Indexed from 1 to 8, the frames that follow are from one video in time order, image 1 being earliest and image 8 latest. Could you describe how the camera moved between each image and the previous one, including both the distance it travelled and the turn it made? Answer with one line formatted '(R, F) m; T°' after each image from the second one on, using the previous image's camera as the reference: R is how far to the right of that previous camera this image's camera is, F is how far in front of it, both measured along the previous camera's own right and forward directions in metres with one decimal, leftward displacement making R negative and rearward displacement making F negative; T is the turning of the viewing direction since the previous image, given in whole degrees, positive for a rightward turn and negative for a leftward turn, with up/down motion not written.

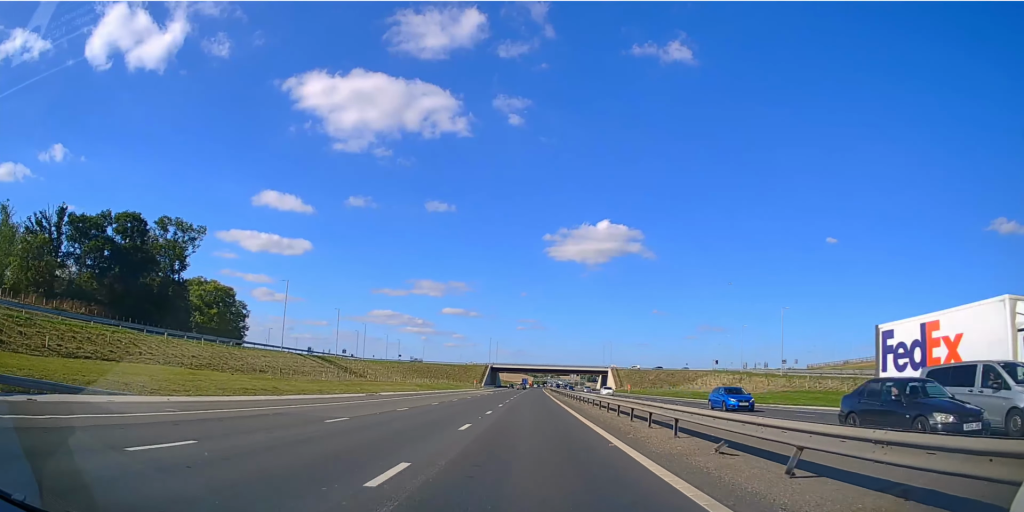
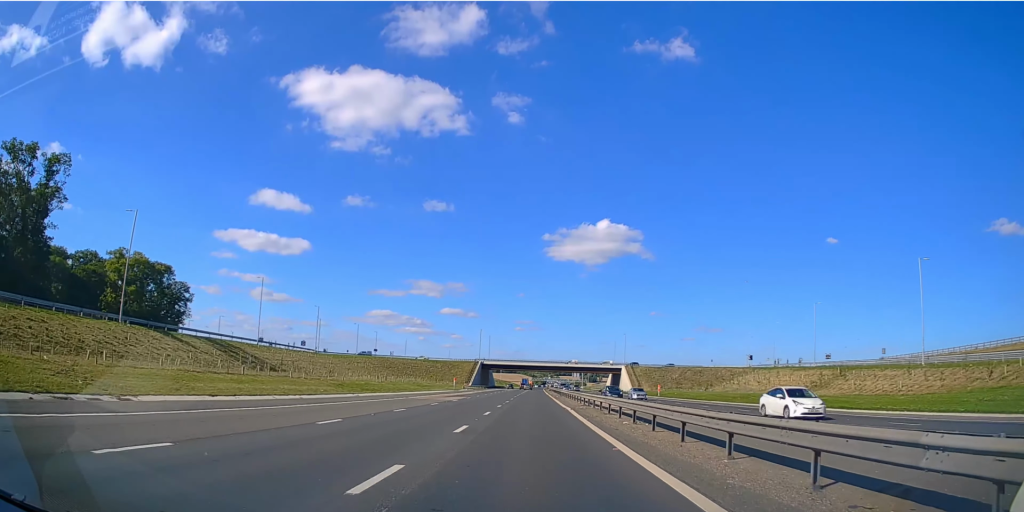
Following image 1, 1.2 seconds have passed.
(0.0, +32.4) m; 0°
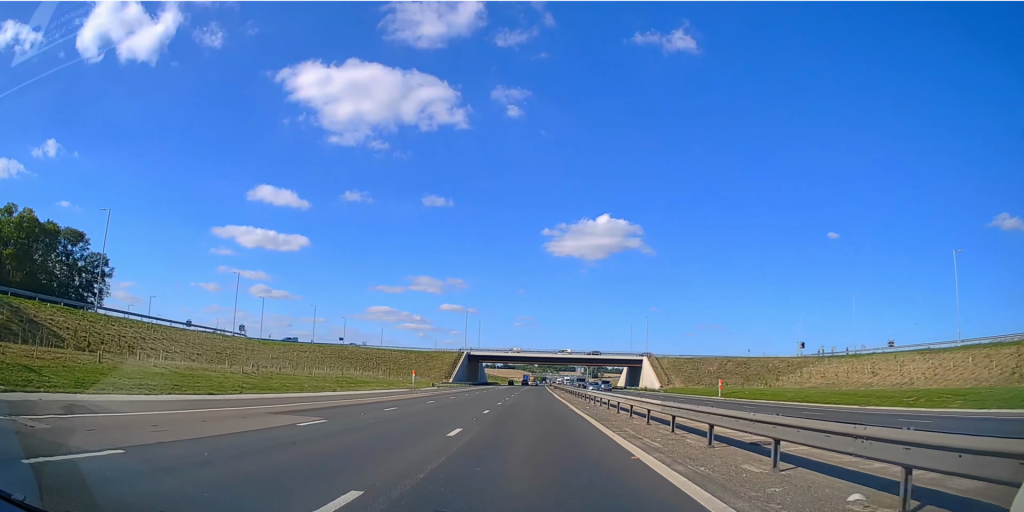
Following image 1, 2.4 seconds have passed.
(+0.1, +29.6) m; 0°
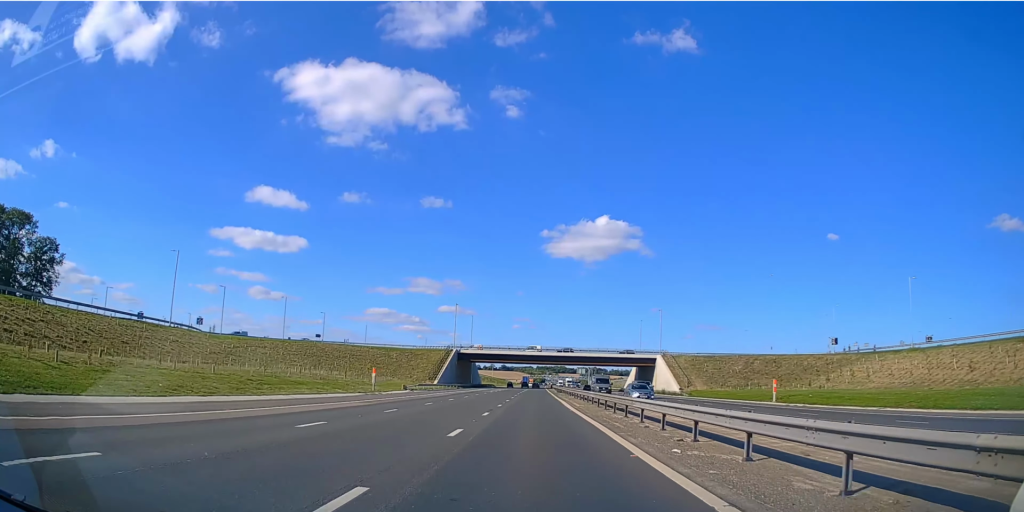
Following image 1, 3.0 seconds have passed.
(0.0, +14.7) m; 0°
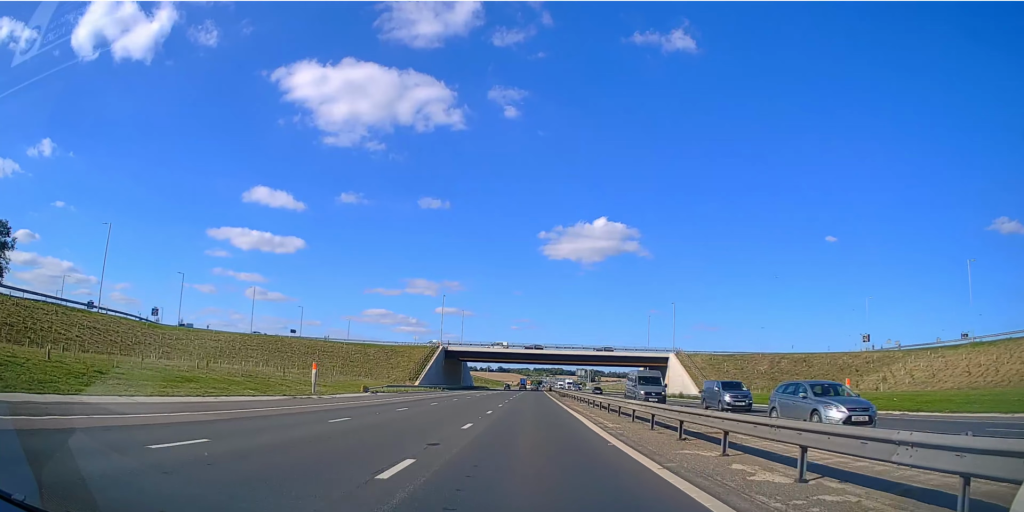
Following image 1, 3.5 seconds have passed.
(0.0, +12.9) m; 0°
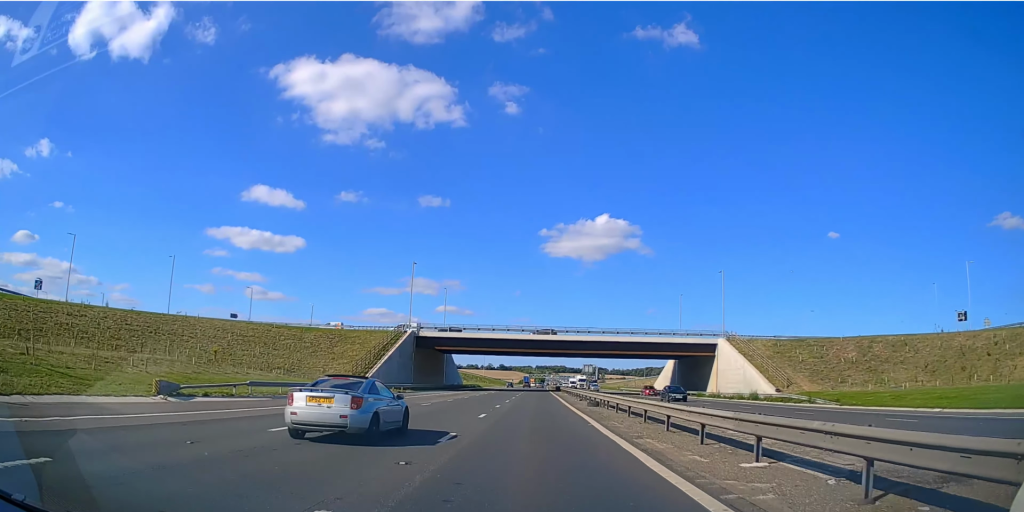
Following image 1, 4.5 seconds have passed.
(0.0, +27.8) m; 0°
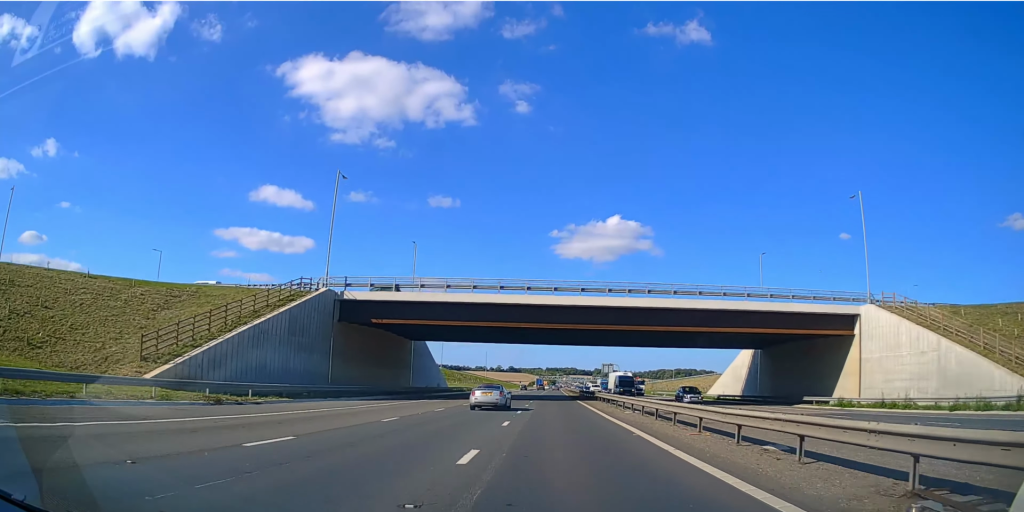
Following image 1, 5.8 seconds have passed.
(-0.2, +36.5) m; -1°
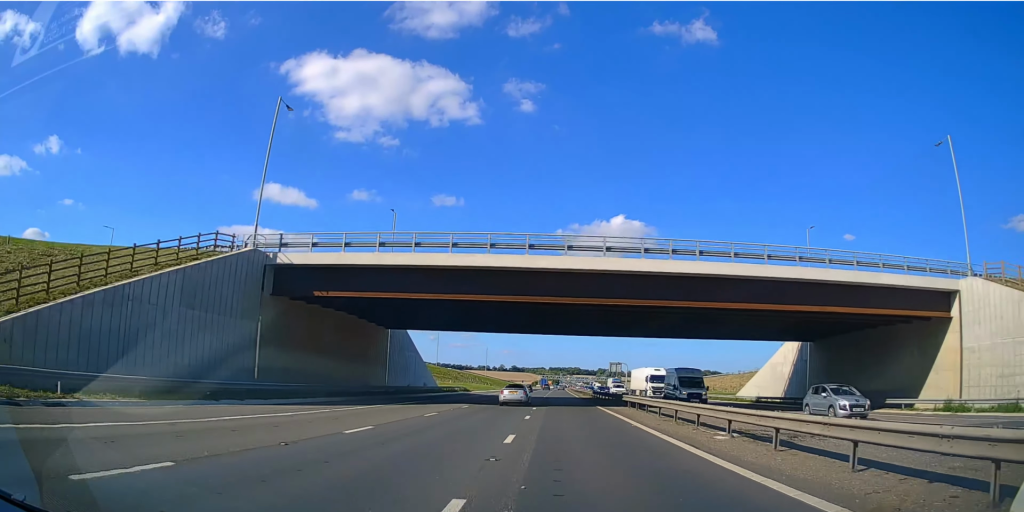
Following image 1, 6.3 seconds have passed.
(0.0, +12.4) m; 0°
